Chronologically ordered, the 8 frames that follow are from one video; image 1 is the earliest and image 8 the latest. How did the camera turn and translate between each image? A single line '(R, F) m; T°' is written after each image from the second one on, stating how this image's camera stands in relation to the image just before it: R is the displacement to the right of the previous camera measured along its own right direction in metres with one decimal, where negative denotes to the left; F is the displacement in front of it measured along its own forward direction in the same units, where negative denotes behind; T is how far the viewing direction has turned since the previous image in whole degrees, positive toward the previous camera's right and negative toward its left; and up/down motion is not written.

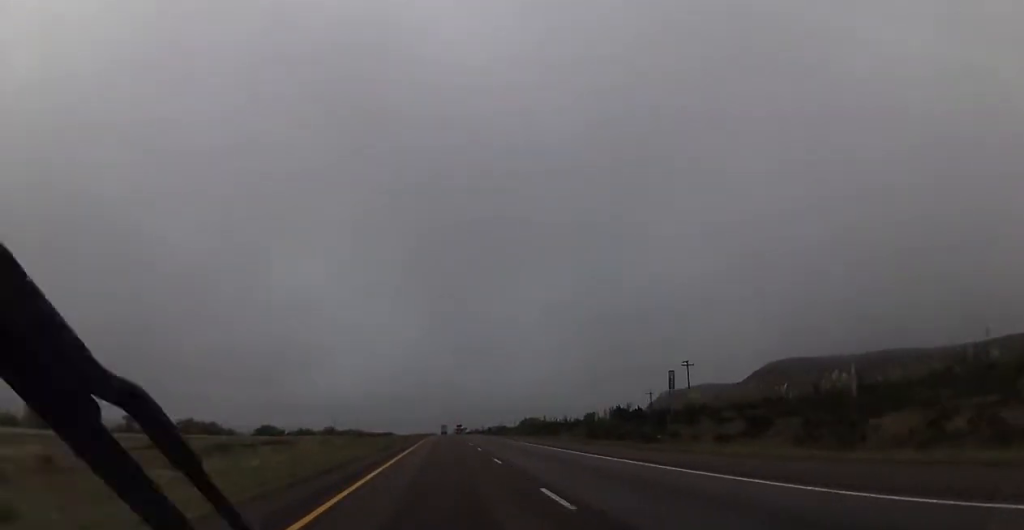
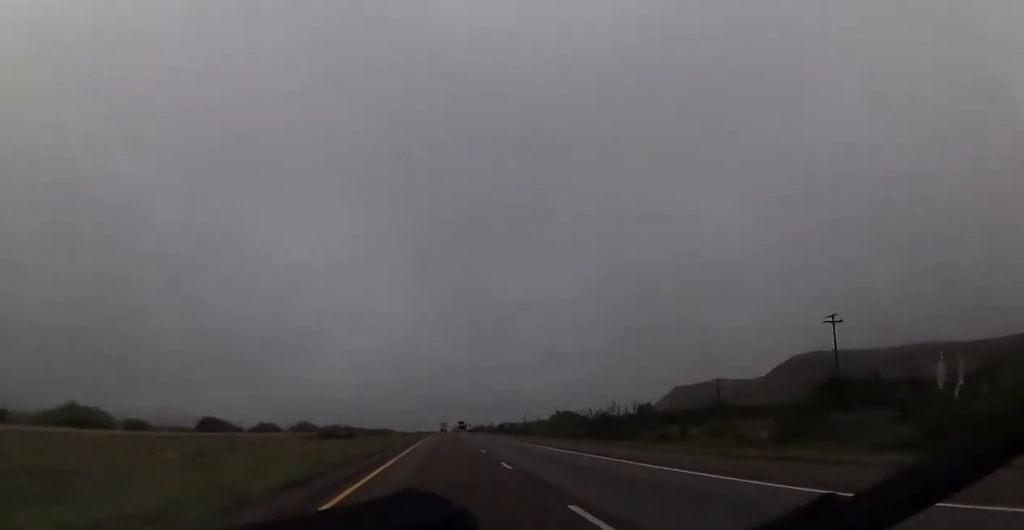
(0.0, +51.4) m; 0°
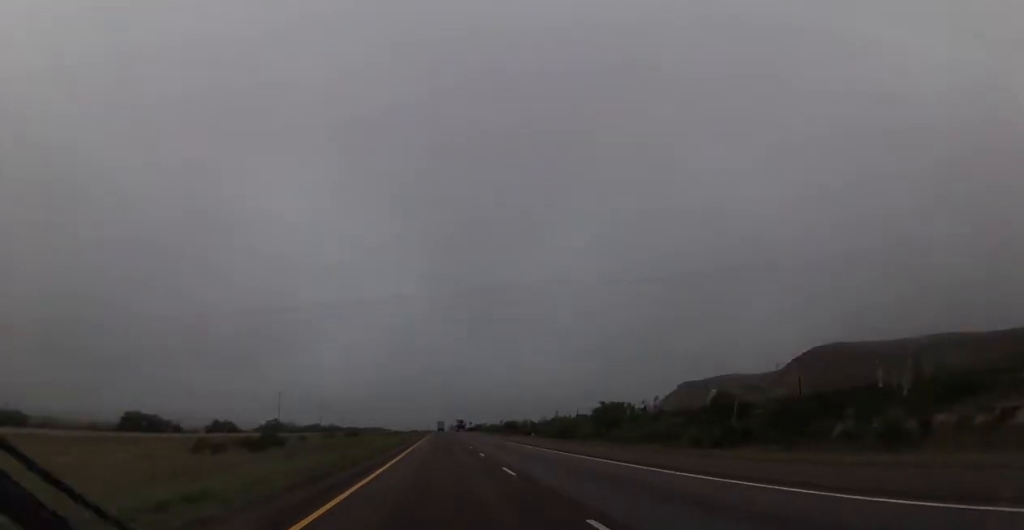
(0.0, +38.1) m; 0°
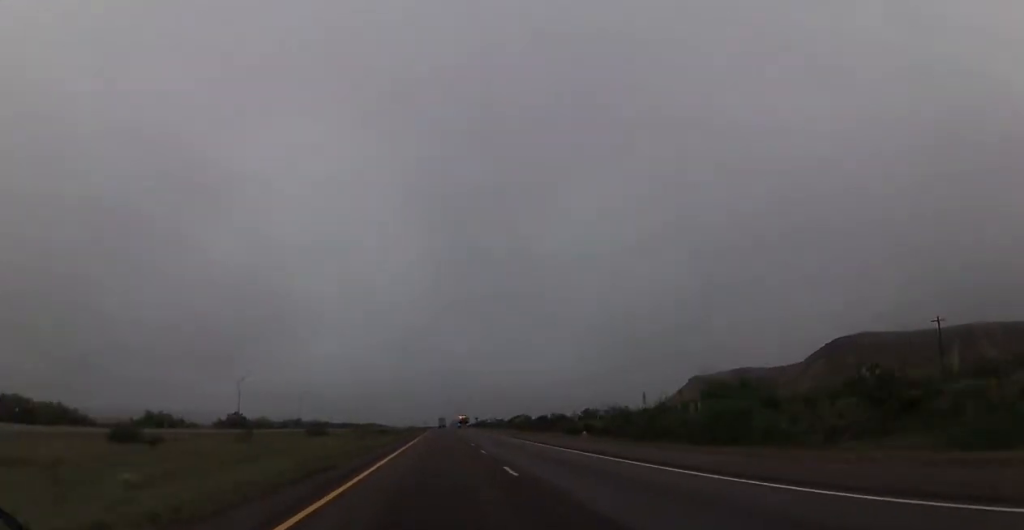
(-0.1, +38.0) m; 0°
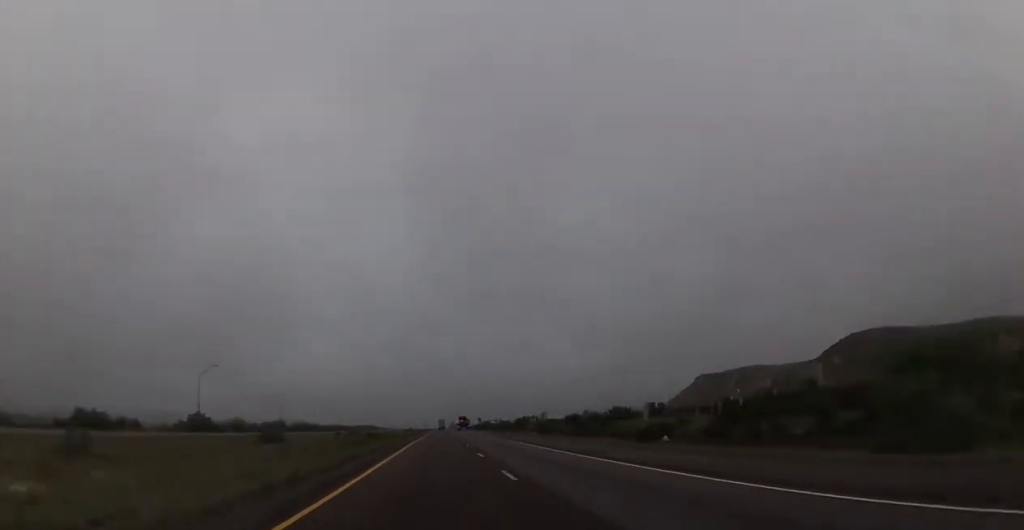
(0.0, +24.6) m; 0°
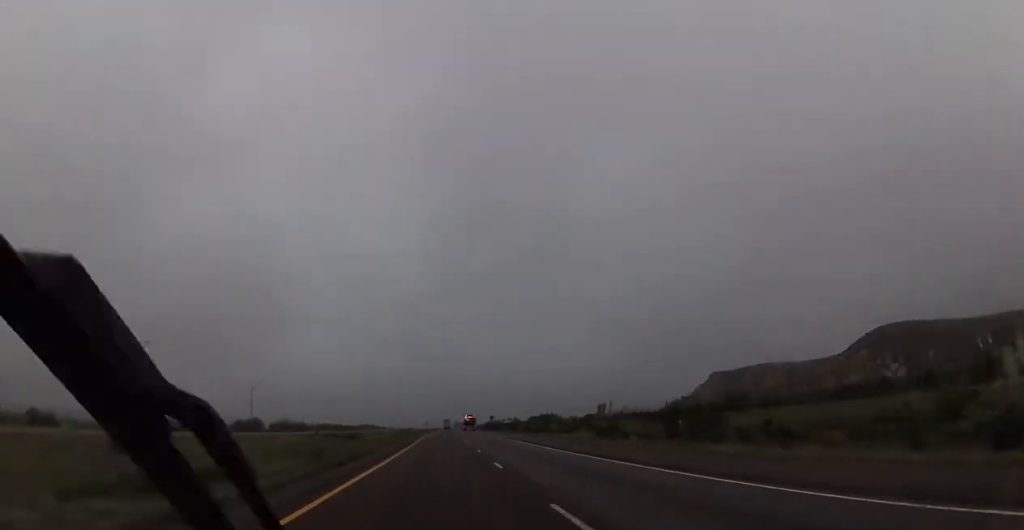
(0.0, +32.5) m; 0°
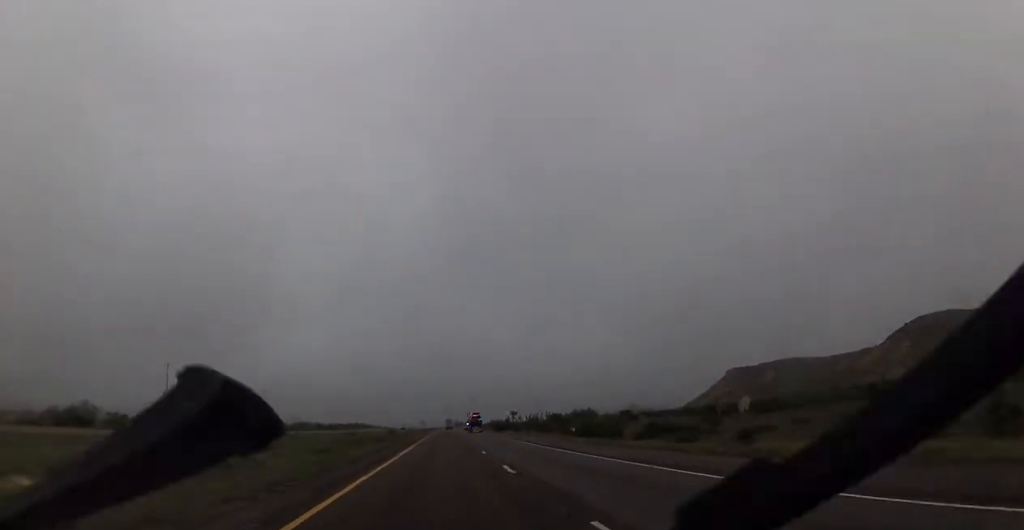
(0.0, +50.6) m; 0°
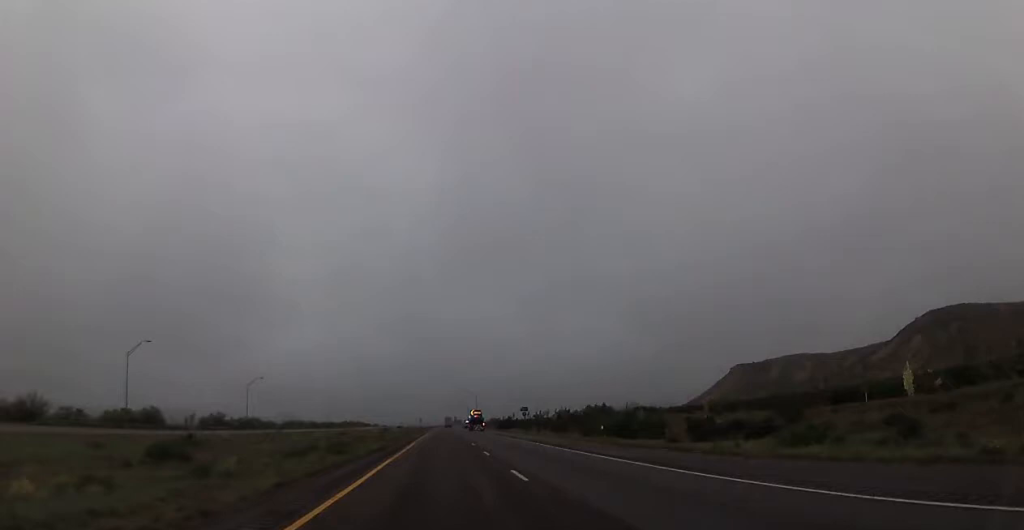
(0.0, +14.6) m; 0°
